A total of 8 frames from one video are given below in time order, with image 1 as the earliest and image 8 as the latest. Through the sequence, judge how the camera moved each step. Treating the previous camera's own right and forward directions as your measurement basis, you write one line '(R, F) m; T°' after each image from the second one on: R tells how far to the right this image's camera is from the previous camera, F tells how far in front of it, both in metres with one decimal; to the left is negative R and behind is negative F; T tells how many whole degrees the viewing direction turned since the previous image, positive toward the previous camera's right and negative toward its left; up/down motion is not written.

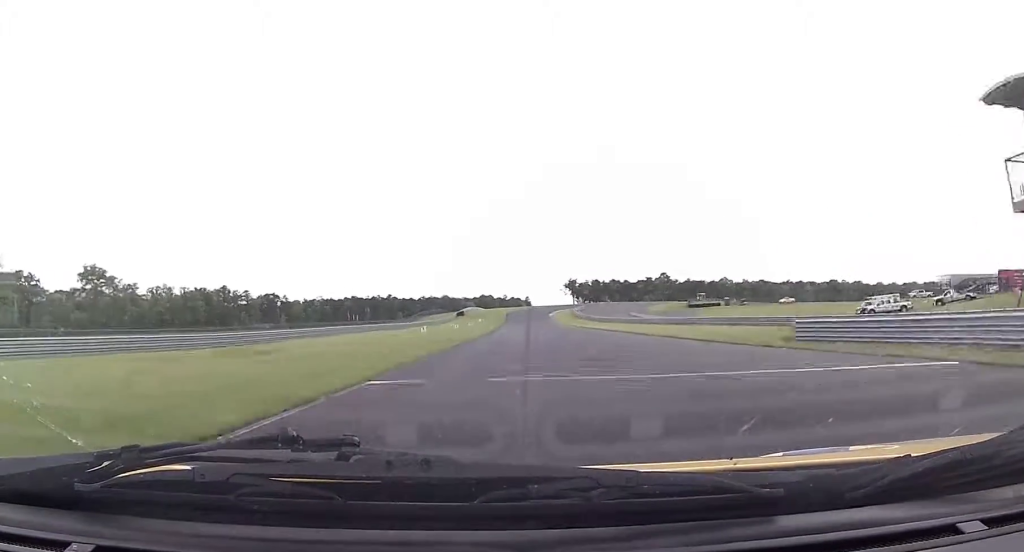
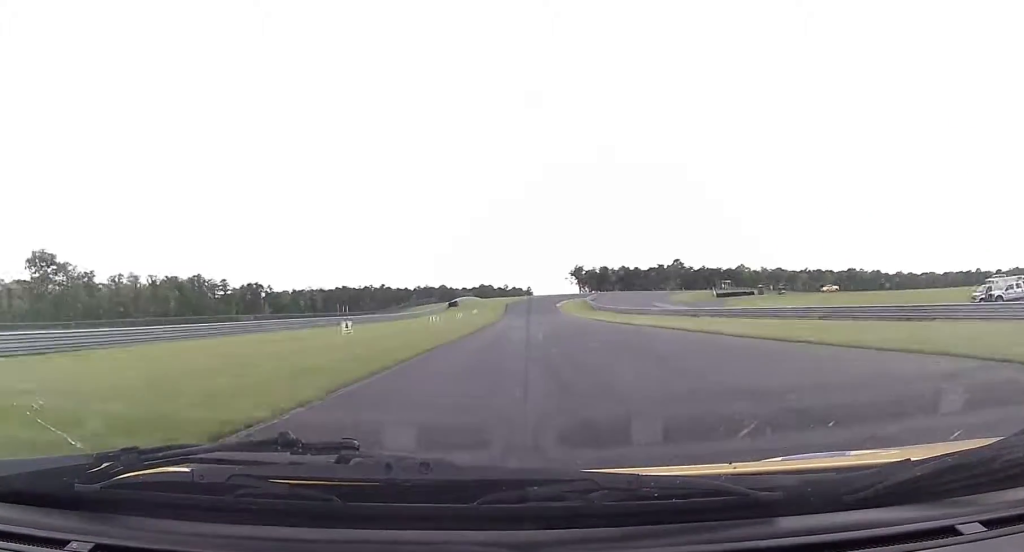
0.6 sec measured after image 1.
(+0.1, +26.5) m; 0°
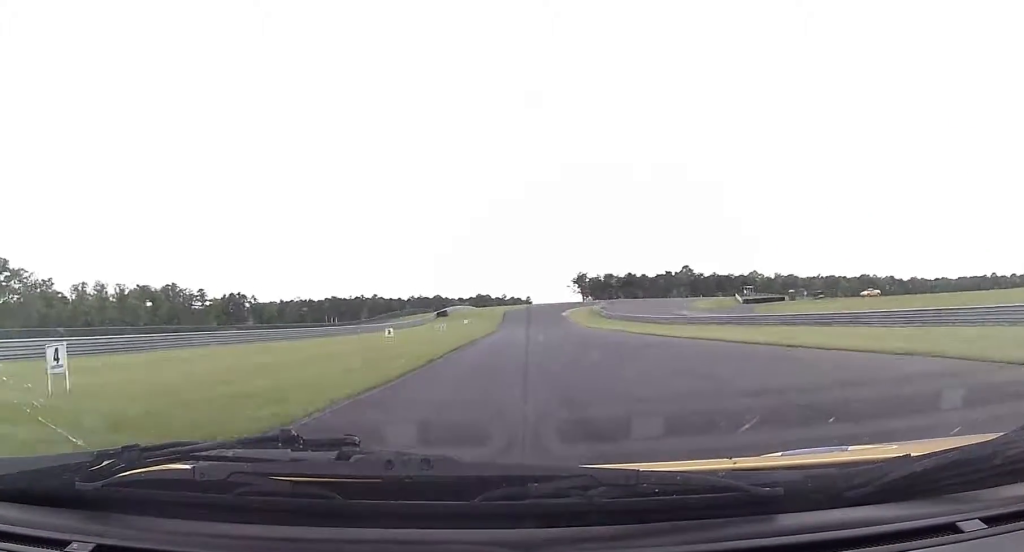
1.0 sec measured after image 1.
(+0.3, +21.1) m; 0°
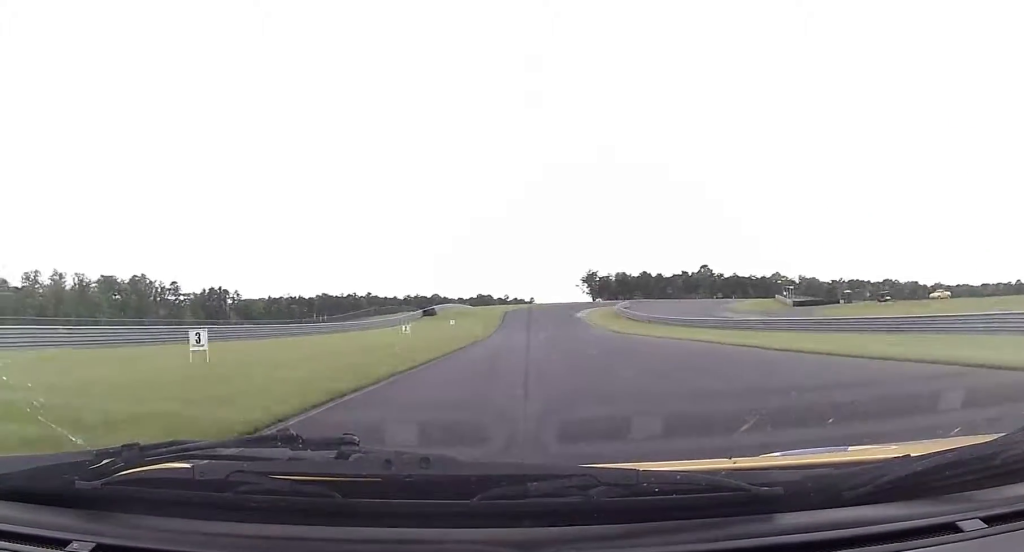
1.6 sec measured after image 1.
(-0.2, +25.0) m; 0°
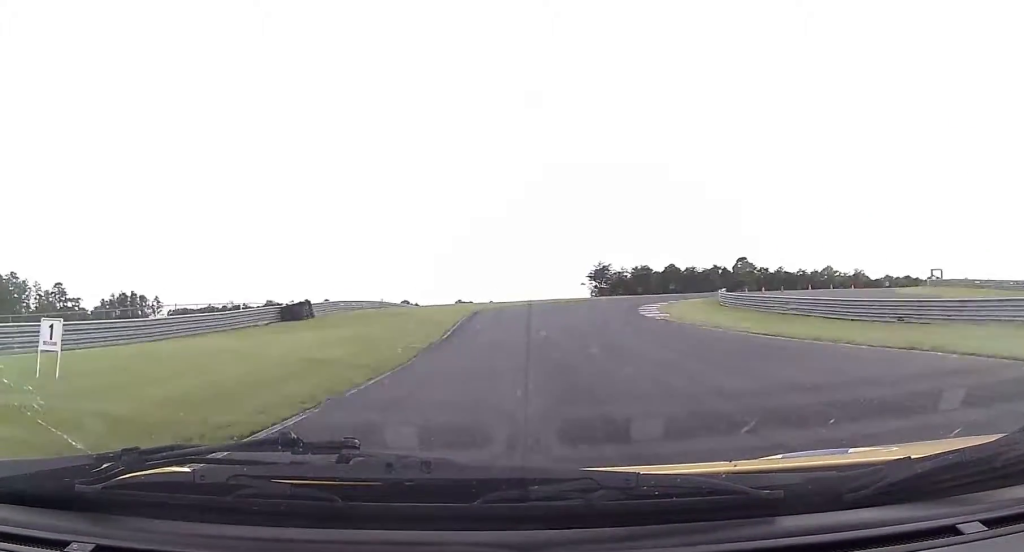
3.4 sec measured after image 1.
(+0.3, +62.5) m; +4°
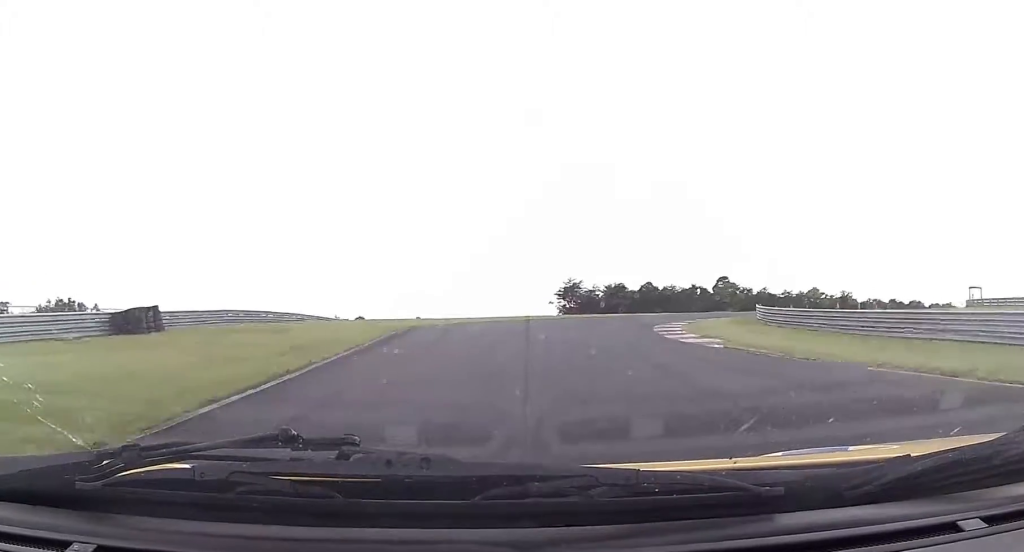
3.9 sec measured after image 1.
(+0.2, +16.8) m; +5°
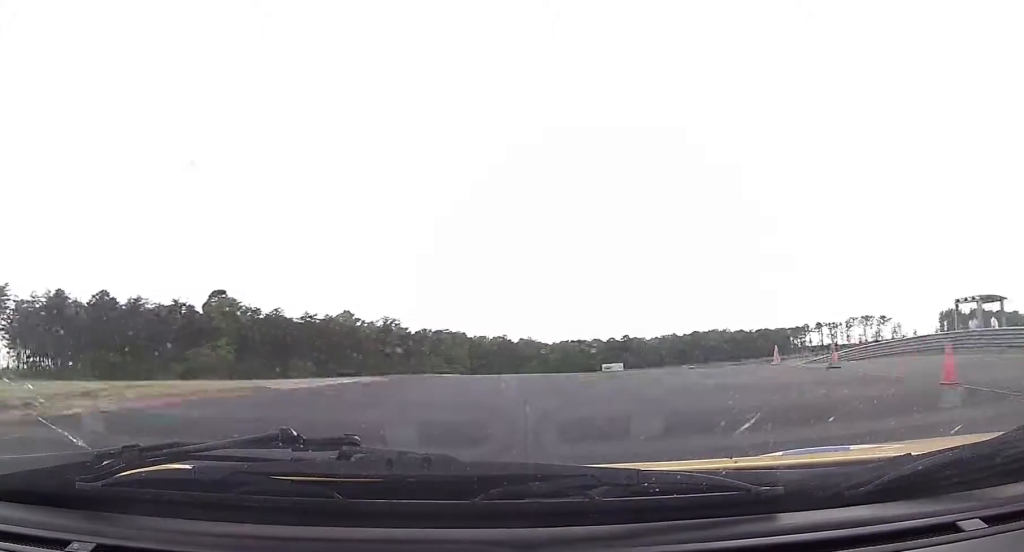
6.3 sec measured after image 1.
(+19.1, +62.6) m; +36°
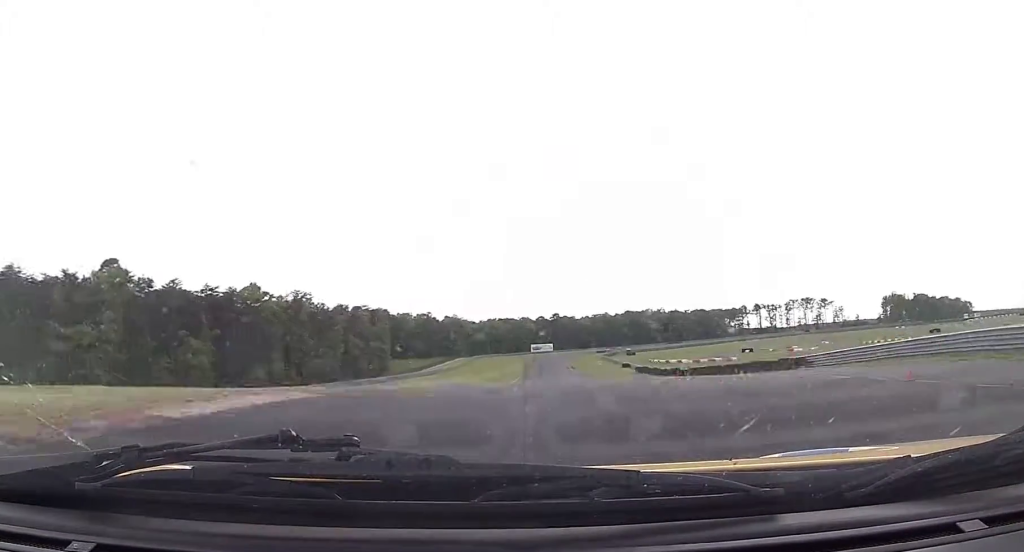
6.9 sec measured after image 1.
(+1.9, +16.7) m; +4°
